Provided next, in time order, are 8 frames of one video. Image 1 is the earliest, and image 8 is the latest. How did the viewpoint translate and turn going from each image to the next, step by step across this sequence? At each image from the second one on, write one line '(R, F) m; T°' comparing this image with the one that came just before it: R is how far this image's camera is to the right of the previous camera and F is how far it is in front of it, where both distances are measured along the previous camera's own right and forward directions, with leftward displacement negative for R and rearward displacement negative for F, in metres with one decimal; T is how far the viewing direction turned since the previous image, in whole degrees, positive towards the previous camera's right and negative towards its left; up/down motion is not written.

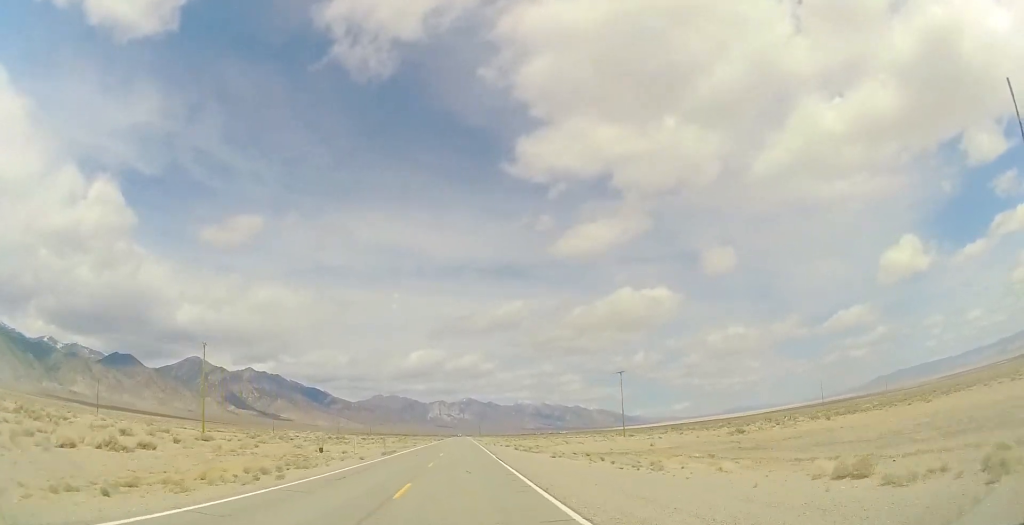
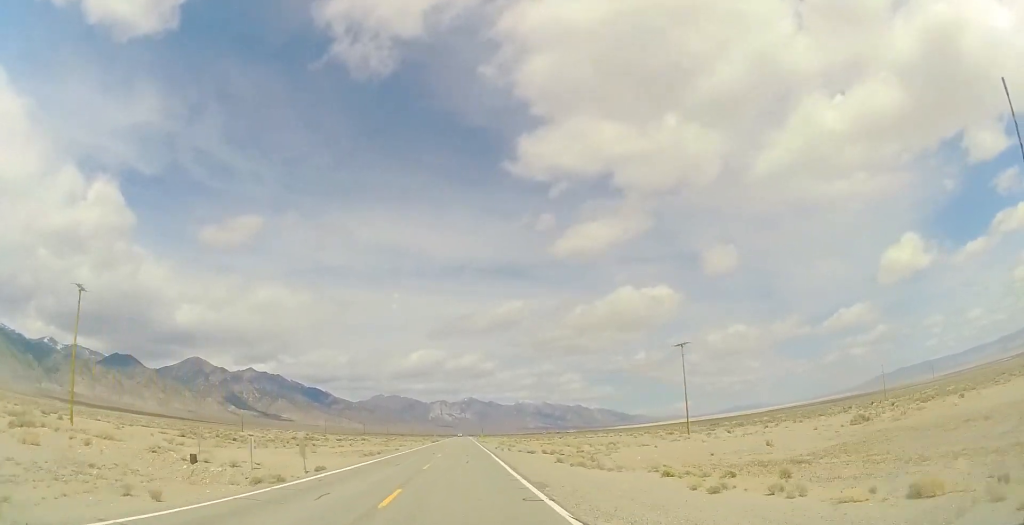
(+0.2, +25.9) m; 0°
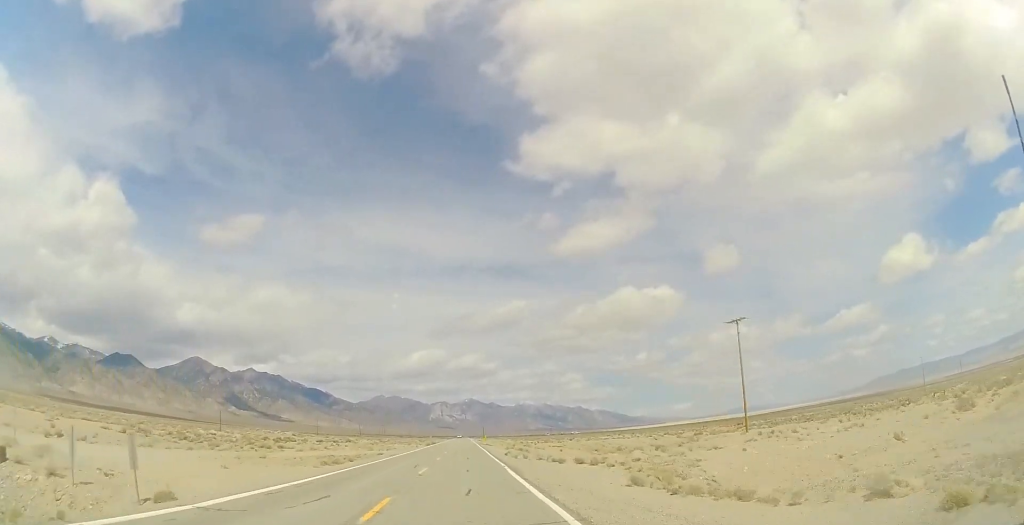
(-0.1, +14.0) m; 0°
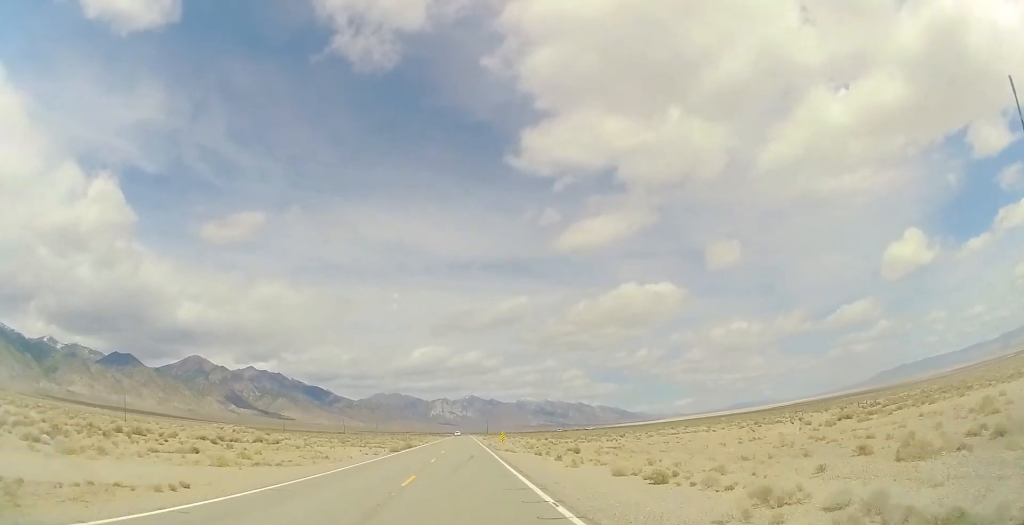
(-0.2, +42.1) m; 0°
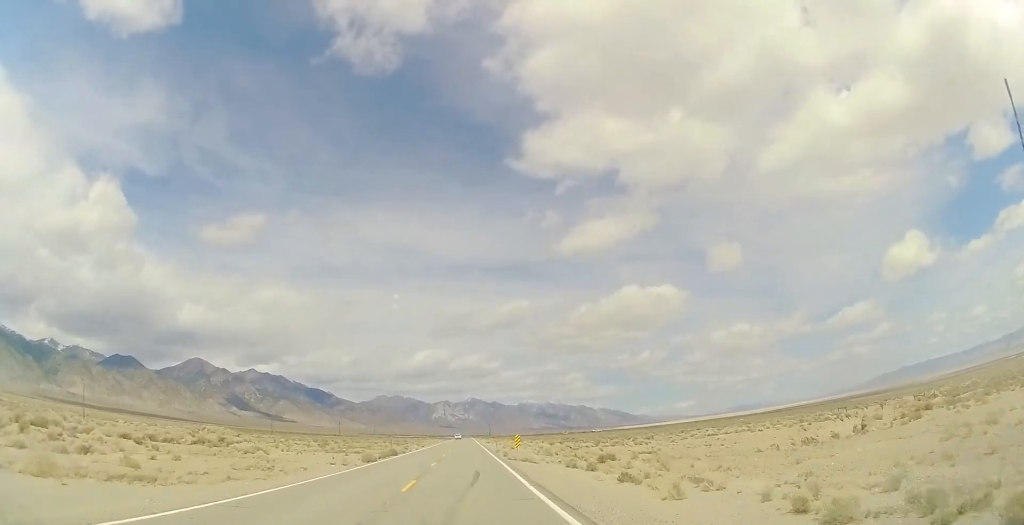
(0.0, +13.0) m; 0°
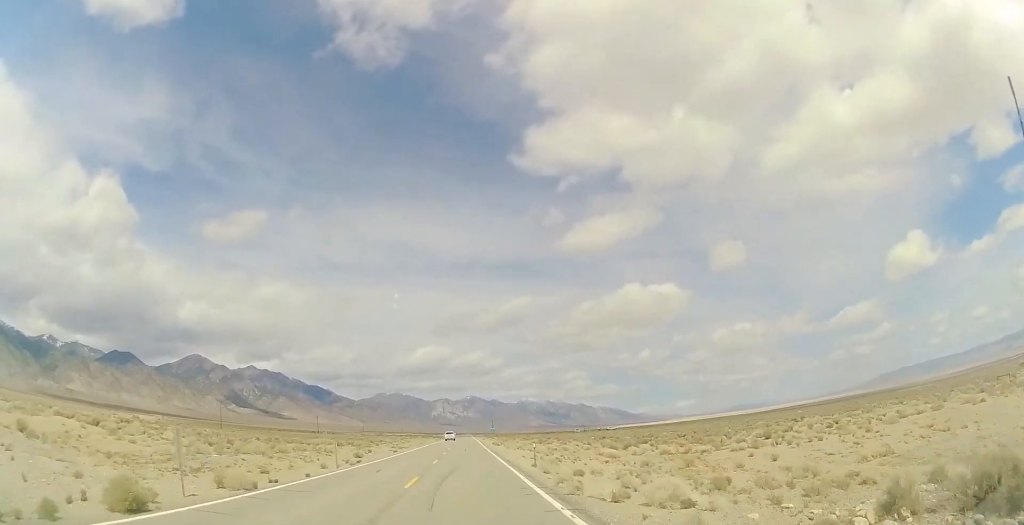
(-0.1, +35.7) m; 0°
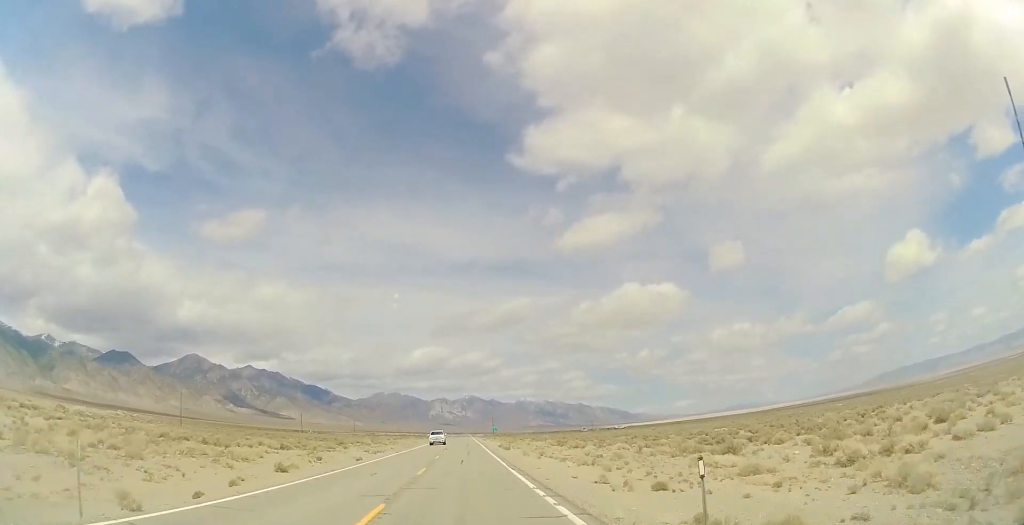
(-0.1, +19.4) m; 0°
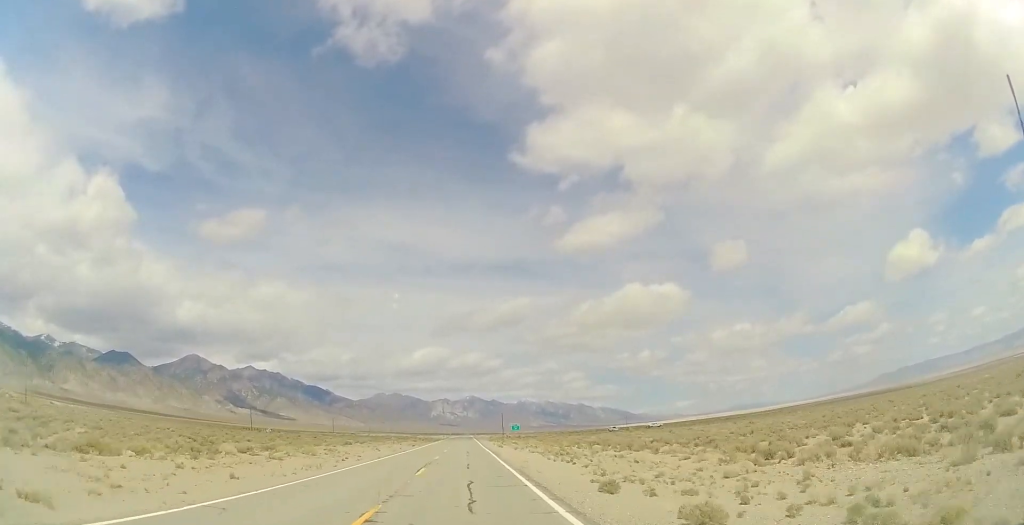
(+0.2, +48.8) m; +1°
